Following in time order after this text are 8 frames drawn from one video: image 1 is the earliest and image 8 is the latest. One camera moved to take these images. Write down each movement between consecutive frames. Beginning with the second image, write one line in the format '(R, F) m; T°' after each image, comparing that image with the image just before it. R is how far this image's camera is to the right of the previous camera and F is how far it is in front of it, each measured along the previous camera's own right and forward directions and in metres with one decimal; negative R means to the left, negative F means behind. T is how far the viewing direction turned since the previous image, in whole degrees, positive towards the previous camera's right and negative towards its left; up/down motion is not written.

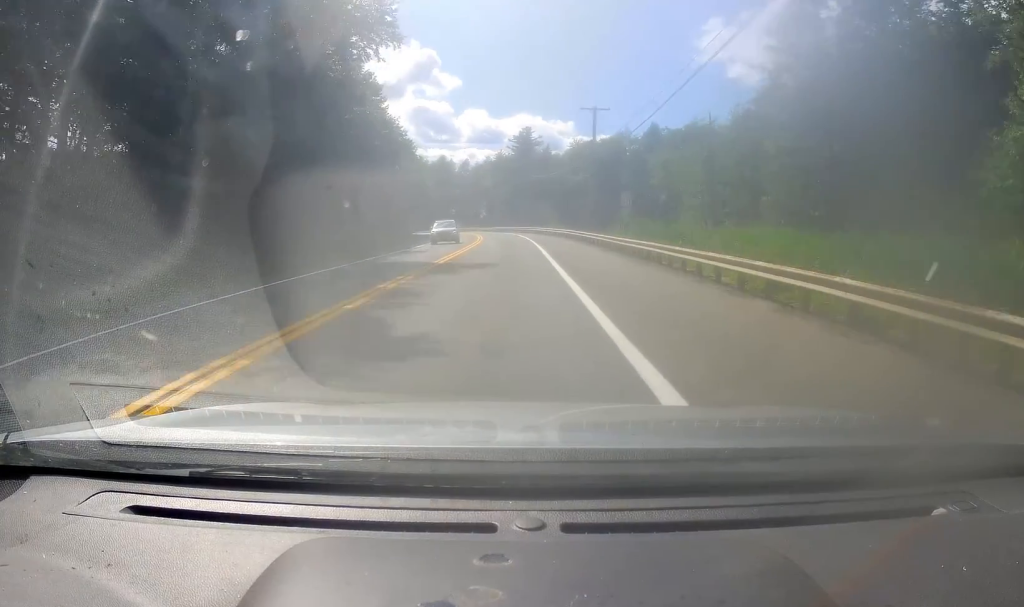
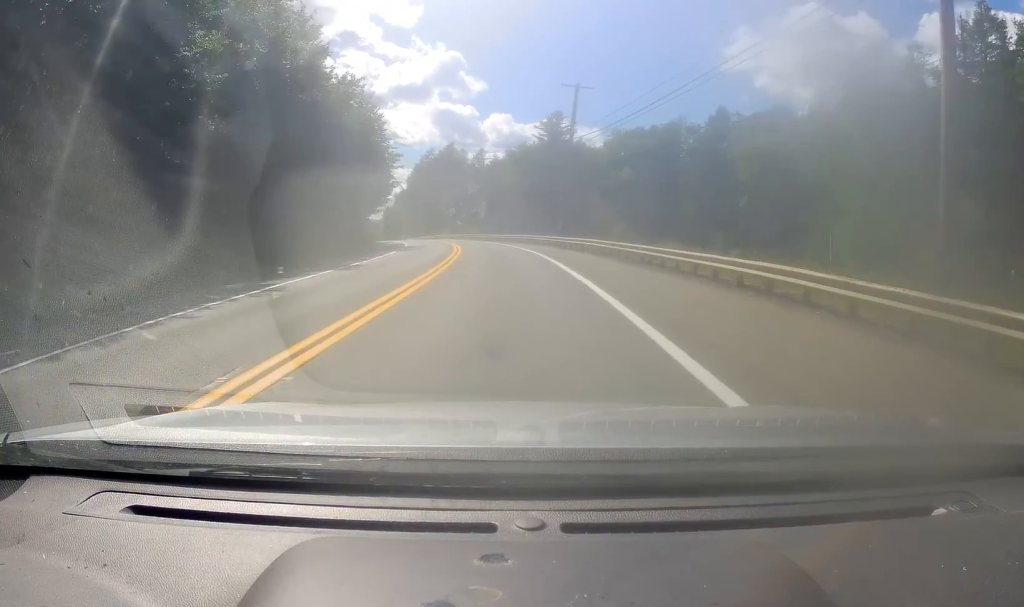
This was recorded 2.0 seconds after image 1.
(0.0, +42.9) m; -2°
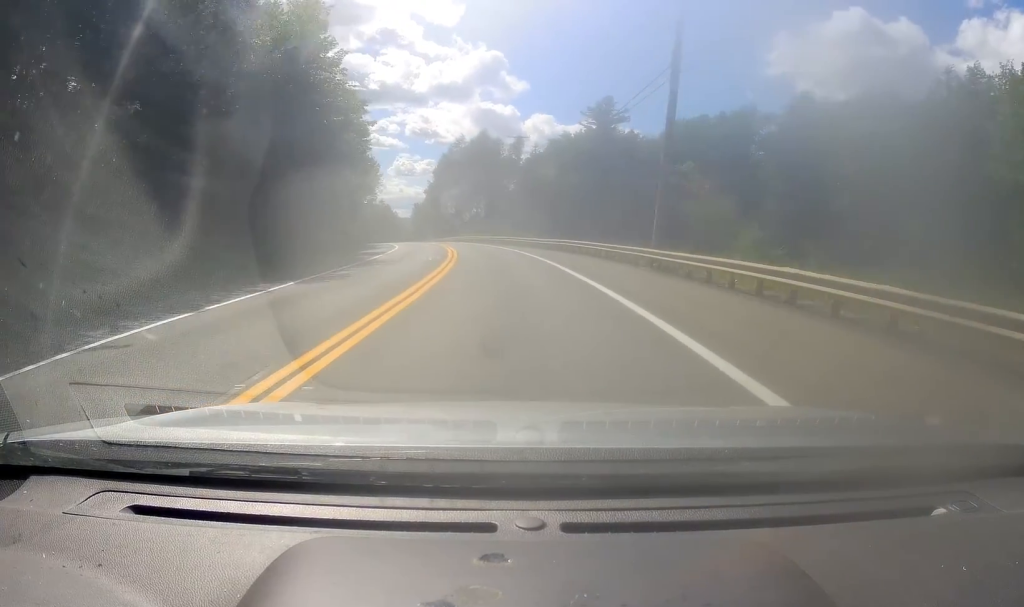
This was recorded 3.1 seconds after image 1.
(-0.6, +24.3) m; -2°
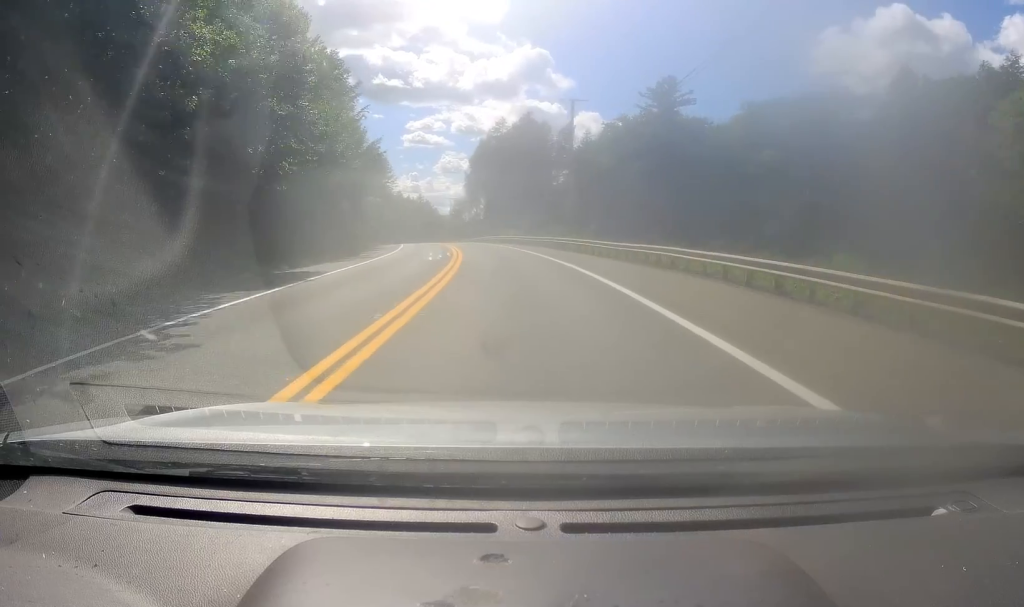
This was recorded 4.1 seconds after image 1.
(-0.3, +20.5) m; -3°
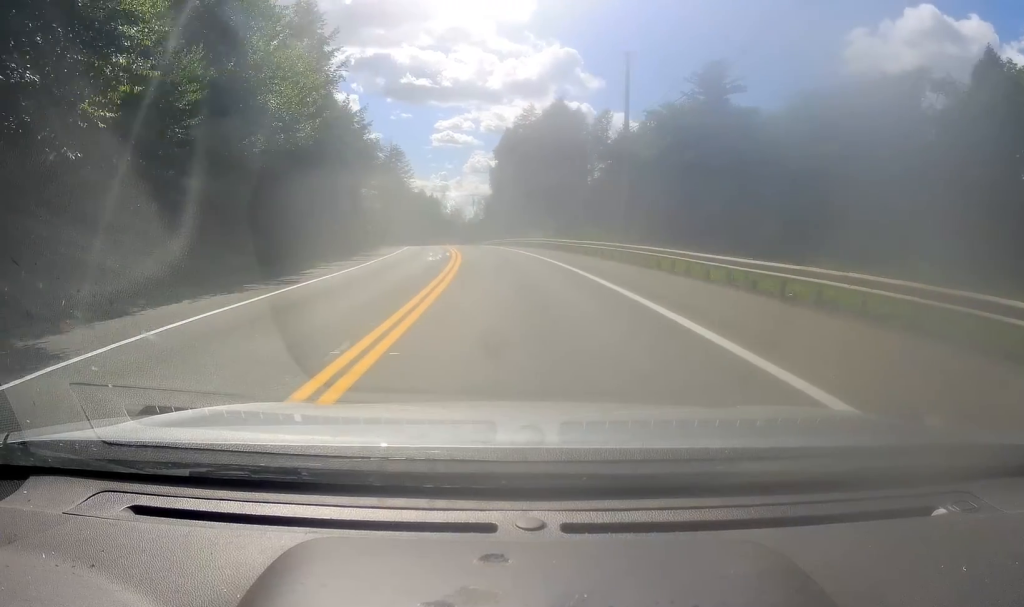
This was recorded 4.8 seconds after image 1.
(-0.3, +14.8) m; -3°
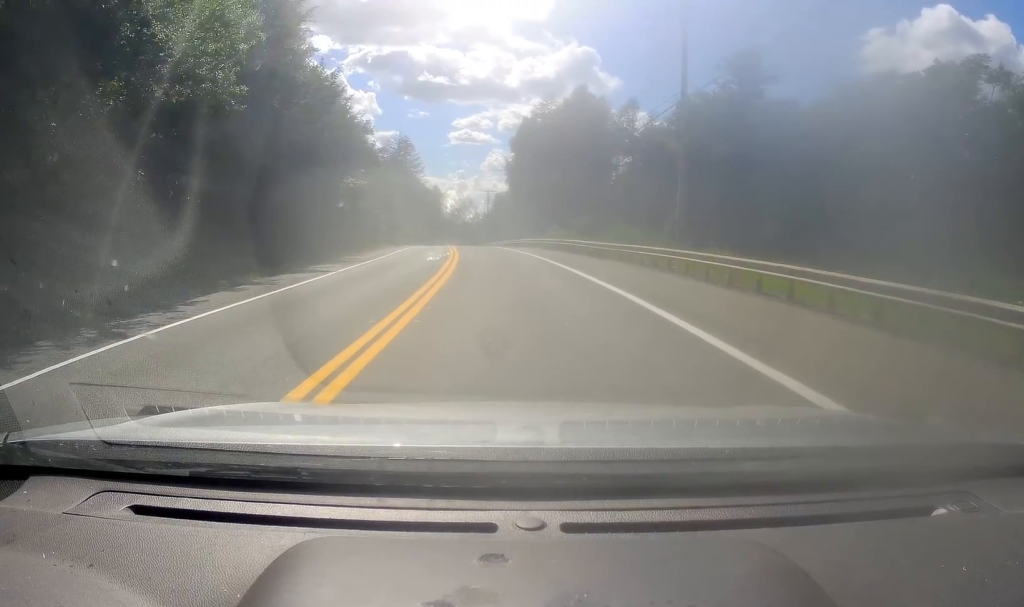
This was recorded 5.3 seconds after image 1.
(+0.1, +9.9) m; -3°
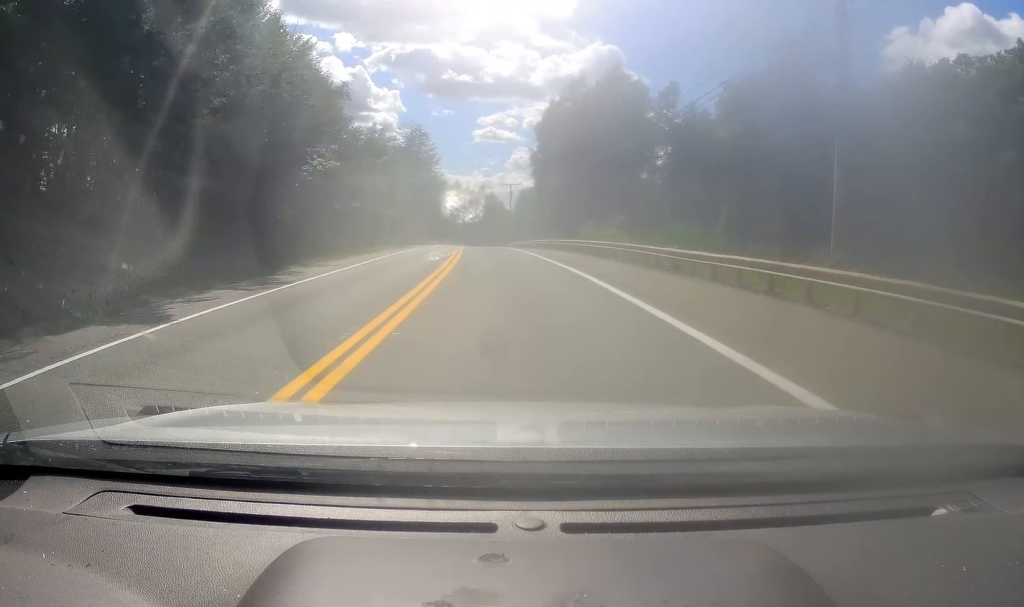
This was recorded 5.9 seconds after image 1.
(-0.7, +13.4) m; -3°
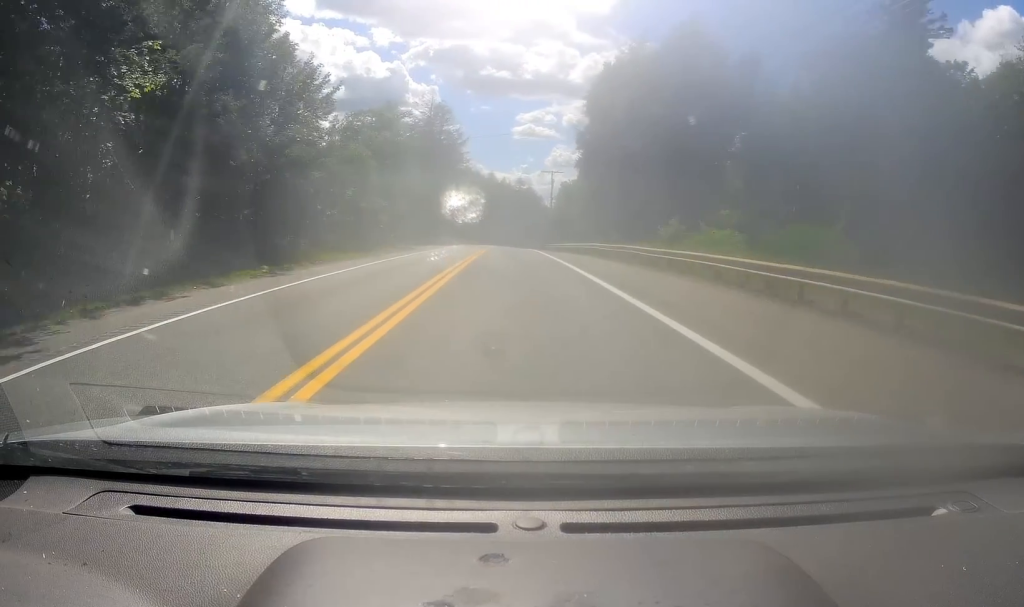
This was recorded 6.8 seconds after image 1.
(-0.8, +19.8) m; -2°
